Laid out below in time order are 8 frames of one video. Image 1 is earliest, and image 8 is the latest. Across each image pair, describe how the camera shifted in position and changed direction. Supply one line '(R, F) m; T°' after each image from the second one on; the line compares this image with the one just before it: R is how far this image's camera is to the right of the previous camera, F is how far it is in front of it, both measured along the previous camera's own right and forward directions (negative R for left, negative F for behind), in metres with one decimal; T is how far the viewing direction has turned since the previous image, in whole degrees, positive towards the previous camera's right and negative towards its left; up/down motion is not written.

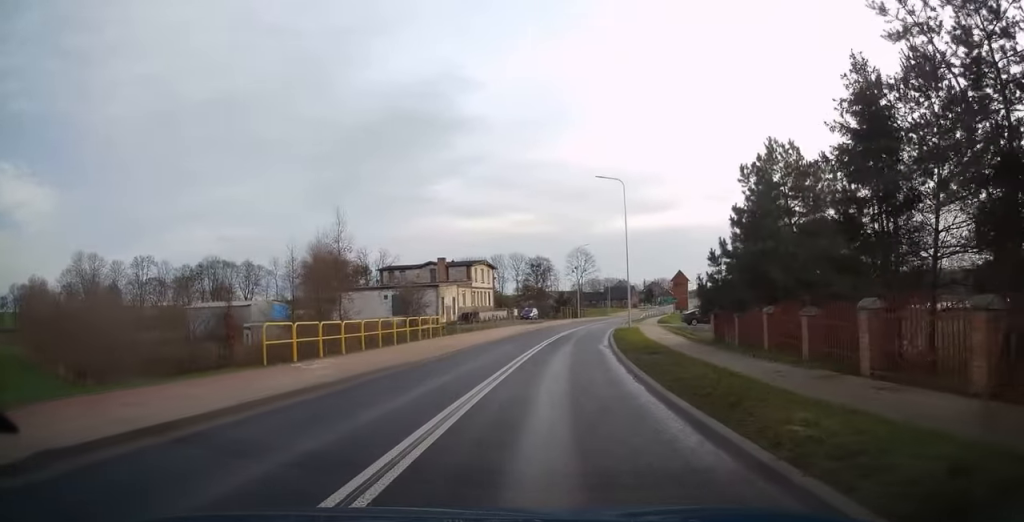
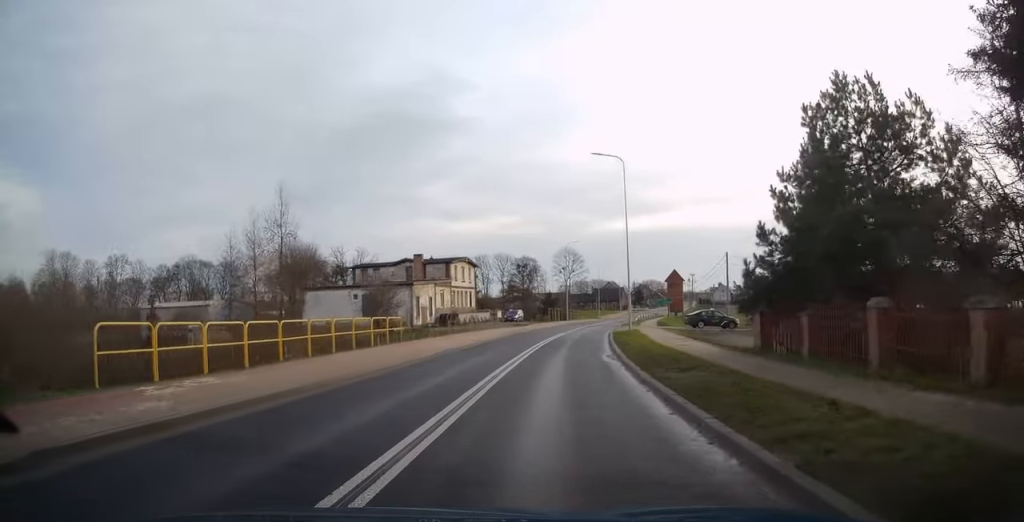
(0.0, +6.8) m; +1°
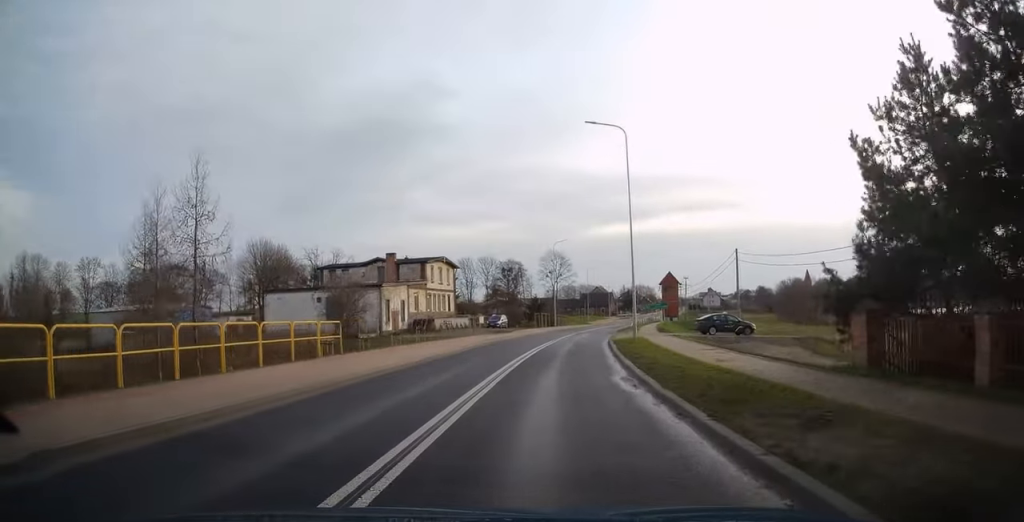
(+0.1, +7.1) m; +1°
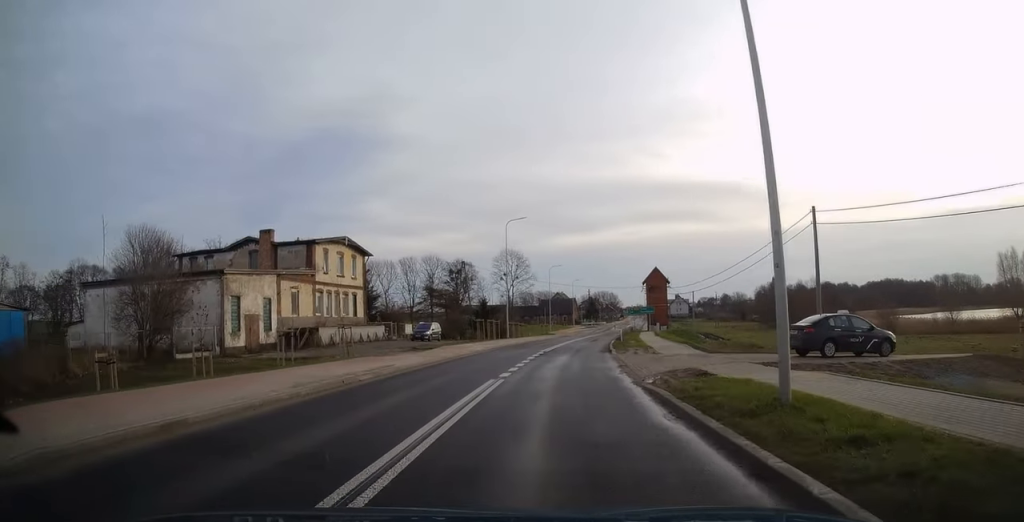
(+0.3, +22.6) m; +4°
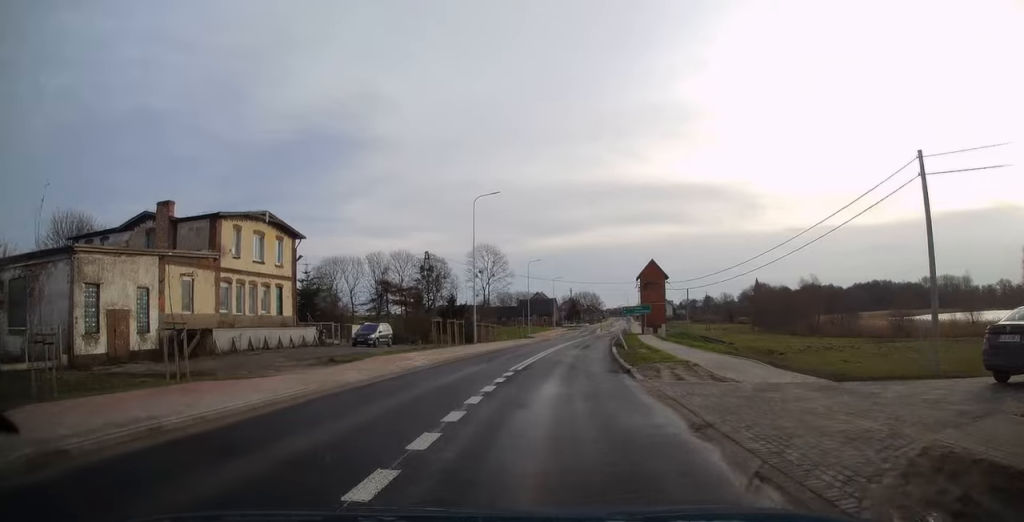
(+0.5, +11.5) m; +2°
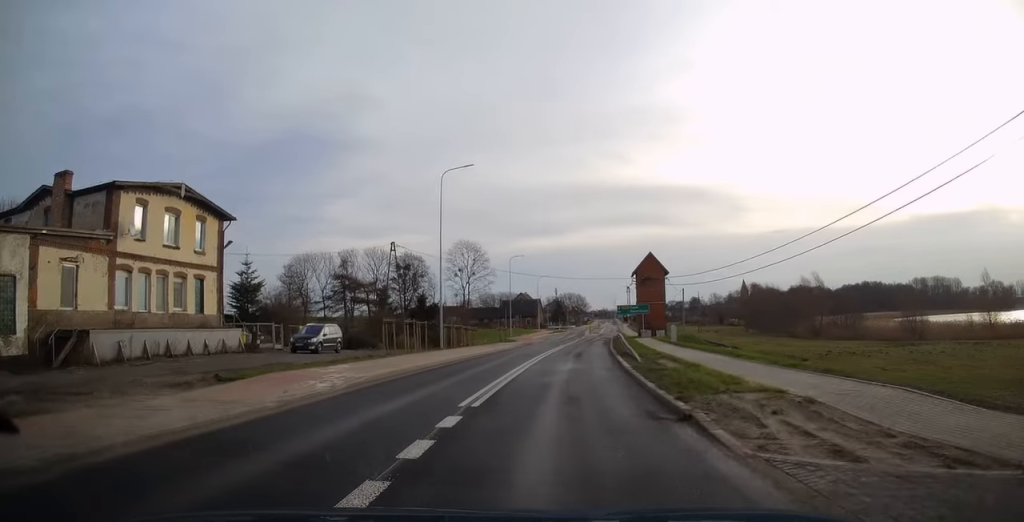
(+0.2, +8.4) m; +2°
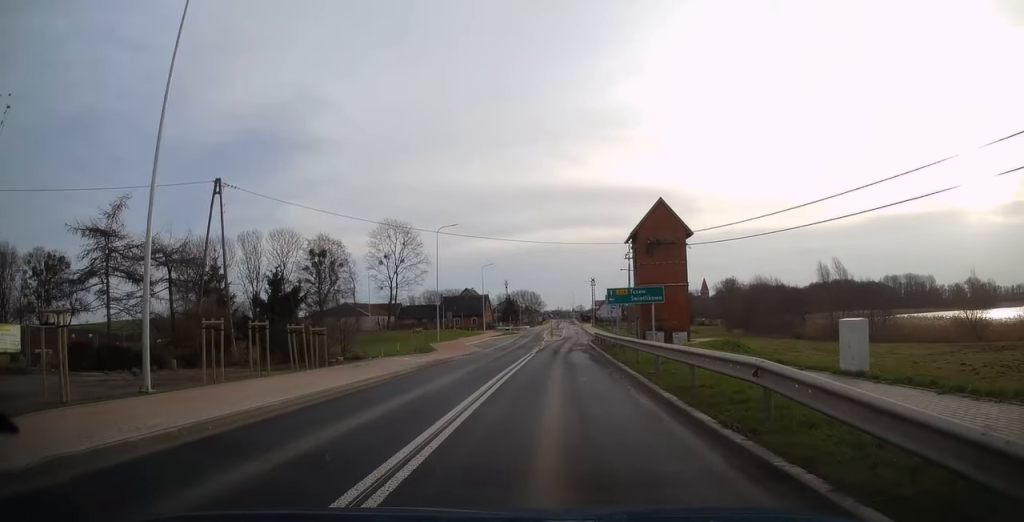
(+1.2, +25.5) m; +5°
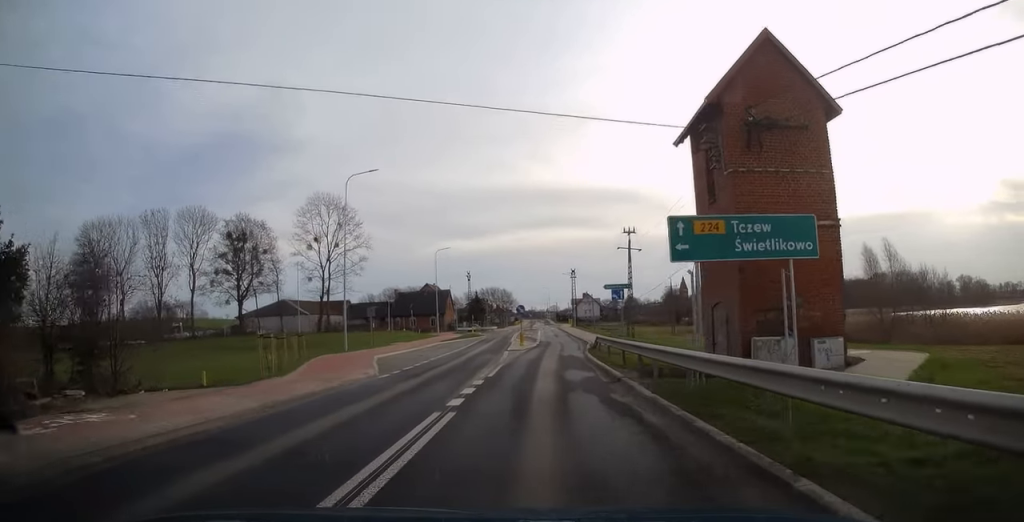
(+0.5, +20.9) m; +2°
